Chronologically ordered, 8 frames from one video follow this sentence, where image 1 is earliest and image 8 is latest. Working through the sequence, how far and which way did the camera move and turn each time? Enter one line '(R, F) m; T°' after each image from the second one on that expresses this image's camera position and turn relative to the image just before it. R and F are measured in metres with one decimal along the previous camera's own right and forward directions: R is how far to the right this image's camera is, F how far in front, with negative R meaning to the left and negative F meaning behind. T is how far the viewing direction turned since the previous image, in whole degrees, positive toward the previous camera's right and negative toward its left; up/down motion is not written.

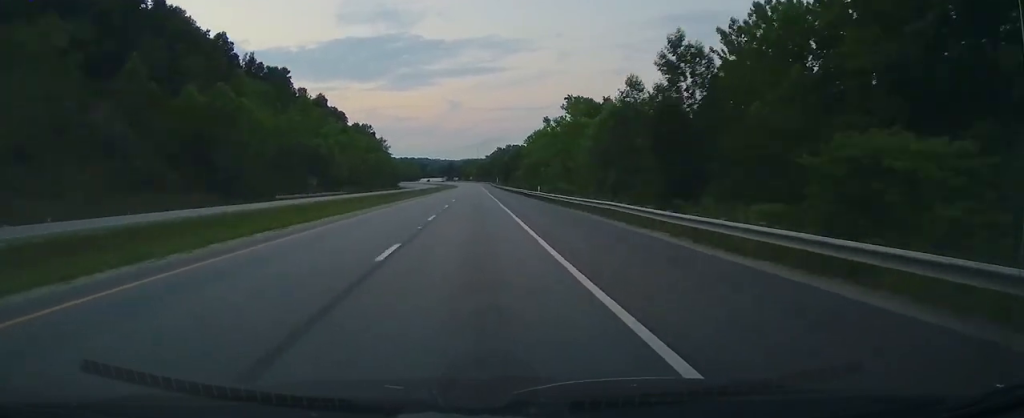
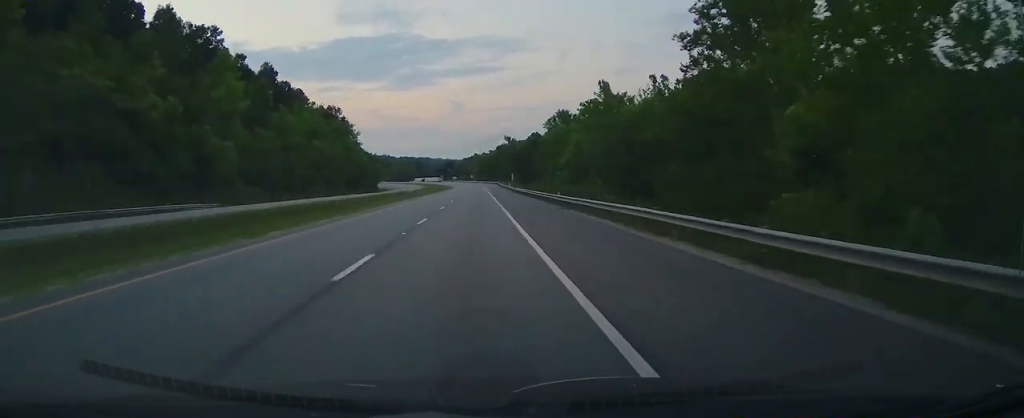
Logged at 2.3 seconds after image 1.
(+0.3, +75.3) m; -1°
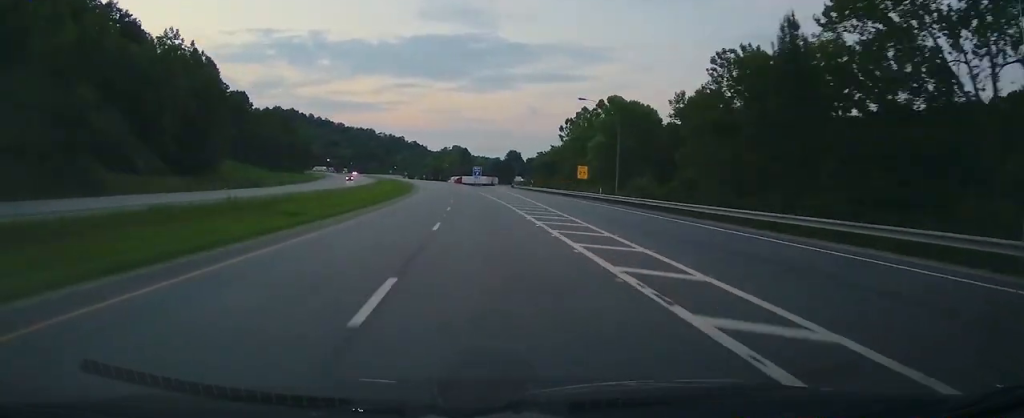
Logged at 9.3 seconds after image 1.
(-15.0, +234.7) m; -10°
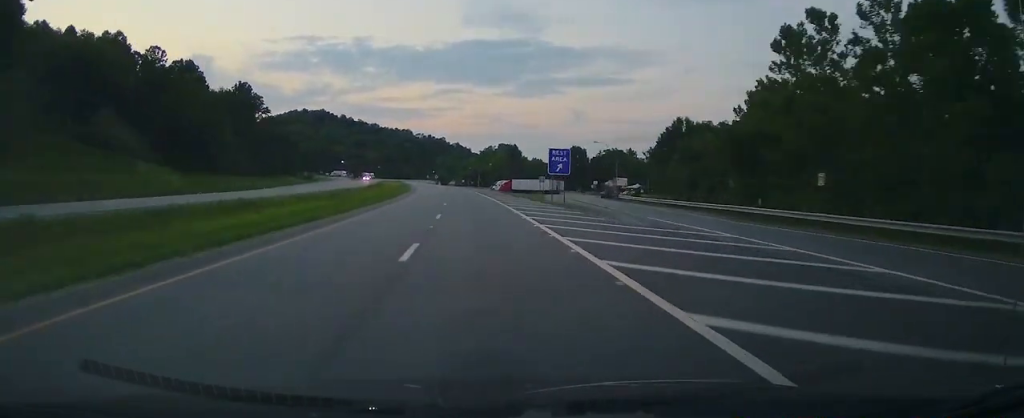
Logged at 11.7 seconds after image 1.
(-2.4, +79.9) m; -4°
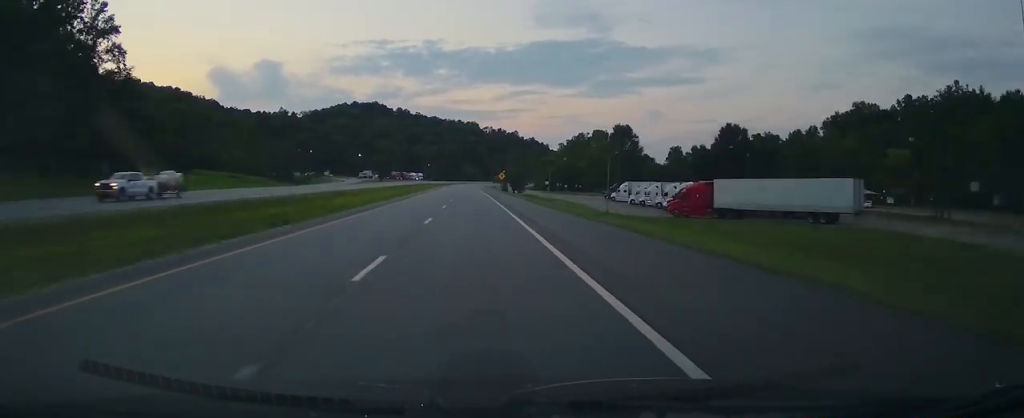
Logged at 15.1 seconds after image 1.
(-6.0, +110.8) m; -4°
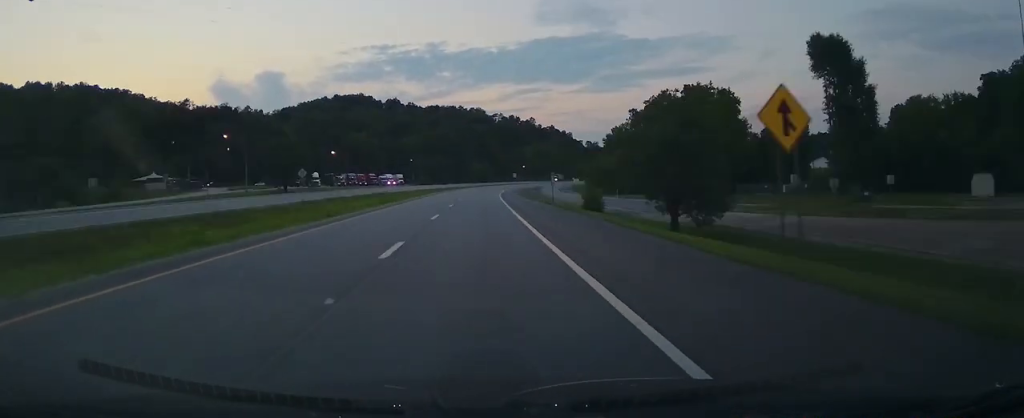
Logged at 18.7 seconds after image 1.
(-3.2, +118.4) m; +2°
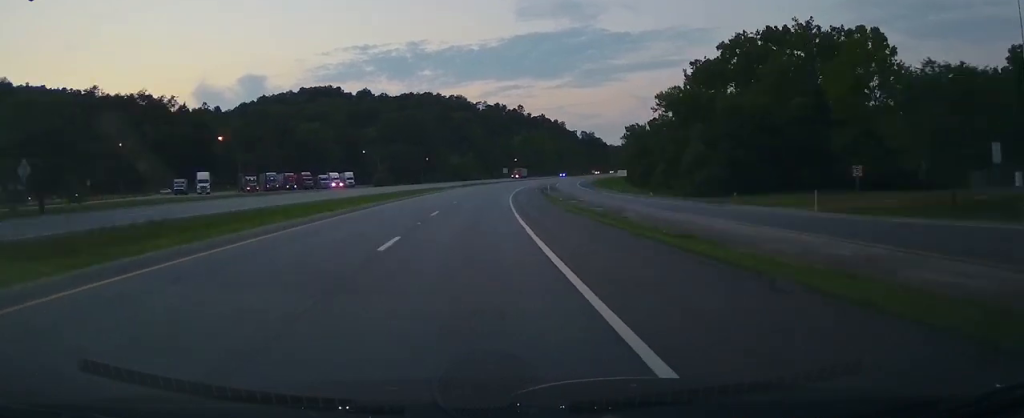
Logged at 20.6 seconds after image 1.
(+2.5, +60.7) m; +4°
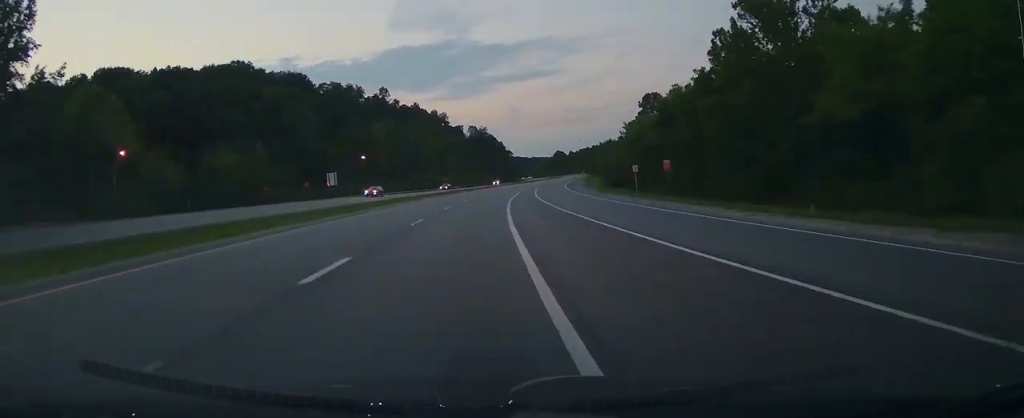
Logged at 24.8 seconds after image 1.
(+12.3, +137.9) m; +11°
